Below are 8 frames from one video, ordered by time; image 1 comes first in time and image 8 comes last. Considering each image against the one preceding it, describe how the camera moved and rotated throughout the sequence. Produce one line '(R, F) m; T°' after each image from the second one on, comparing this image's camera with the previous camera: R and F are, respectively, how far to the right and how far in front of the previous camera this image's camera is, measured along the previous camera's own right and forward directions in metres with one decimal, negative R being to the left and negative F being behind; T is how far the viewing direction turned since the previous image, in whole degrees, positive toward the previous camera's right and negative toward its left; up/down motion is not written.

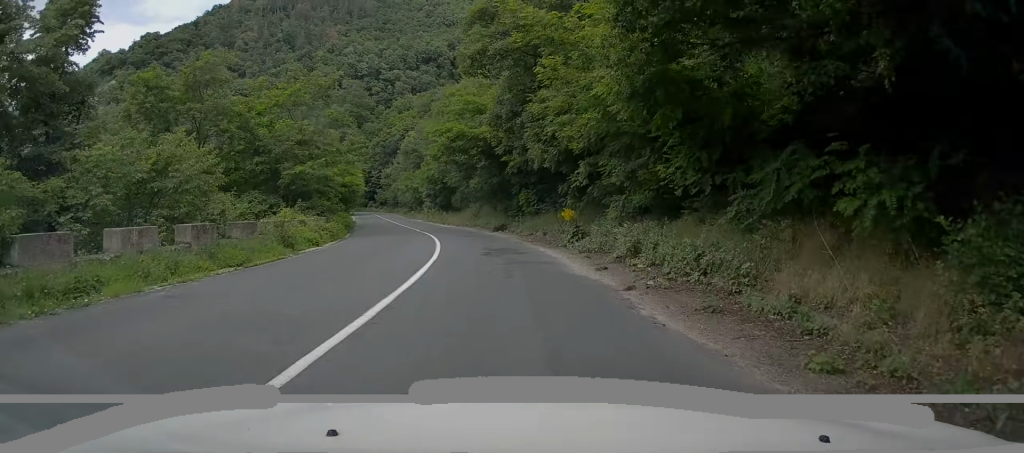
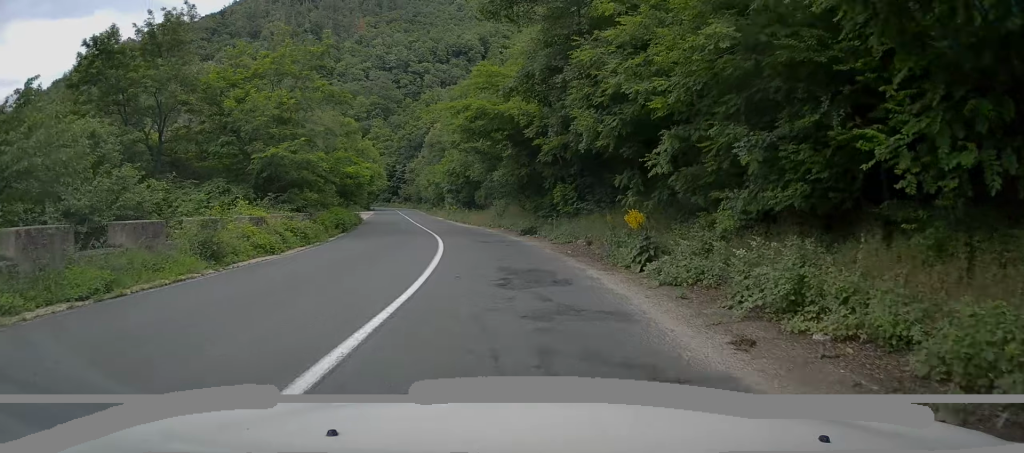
(+0.1, +5.9) m; -1°
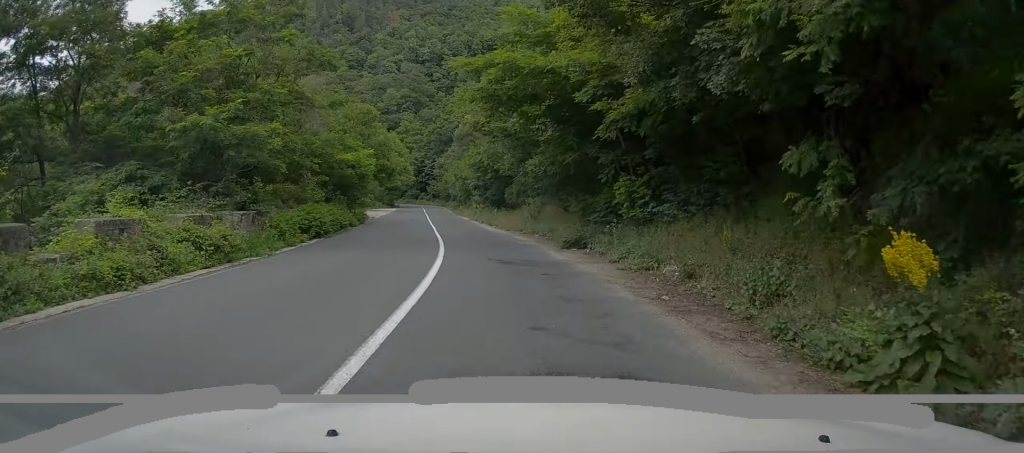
(-0.1, +7.1) m; -2°
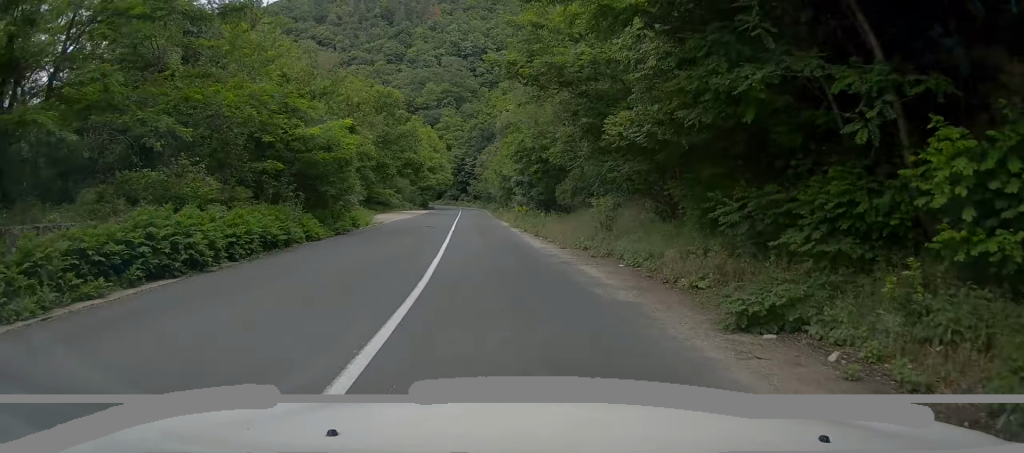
(-0.4, +10.6) m; -4°
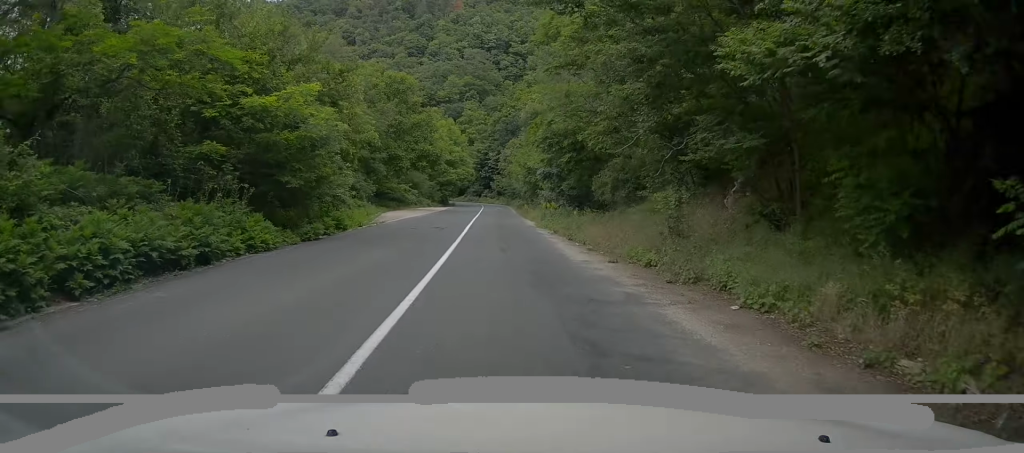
(-0.1, +5.3) m; -2°
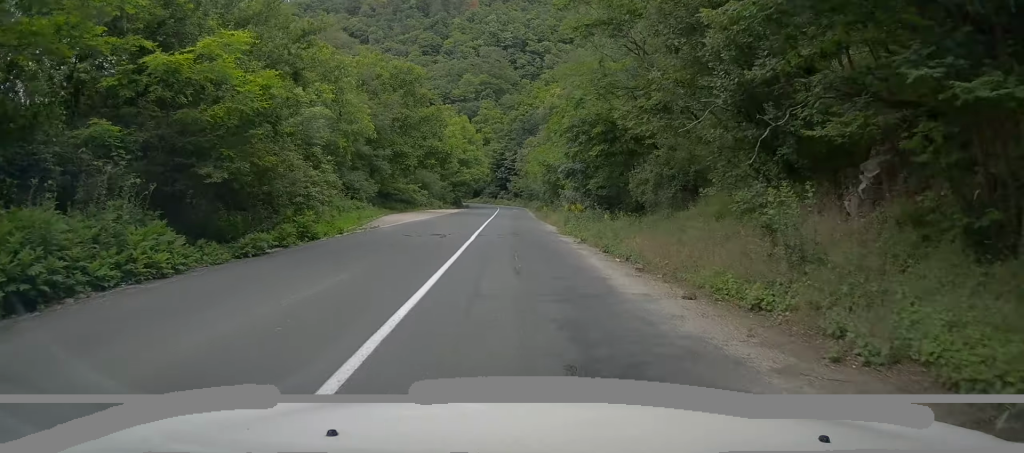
(-0.1, +4.7) m; -1°
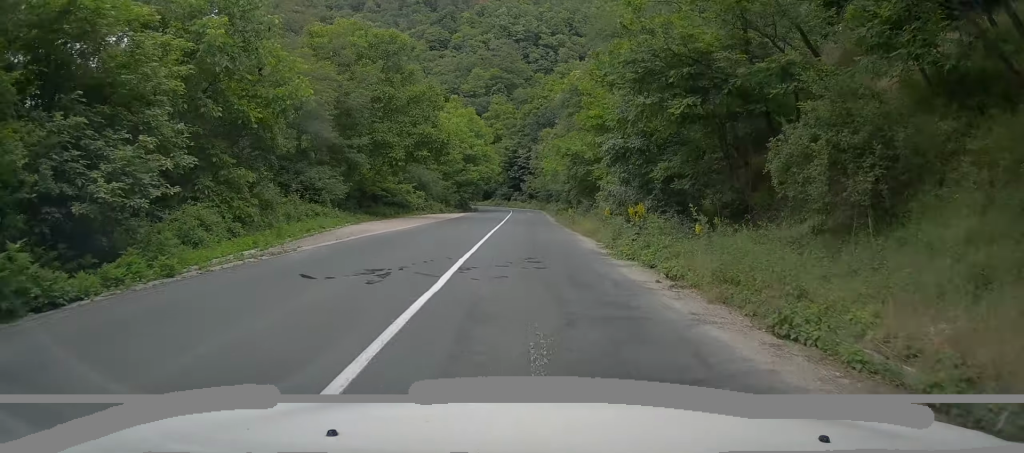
(-0.2, +10.4) m; -2°
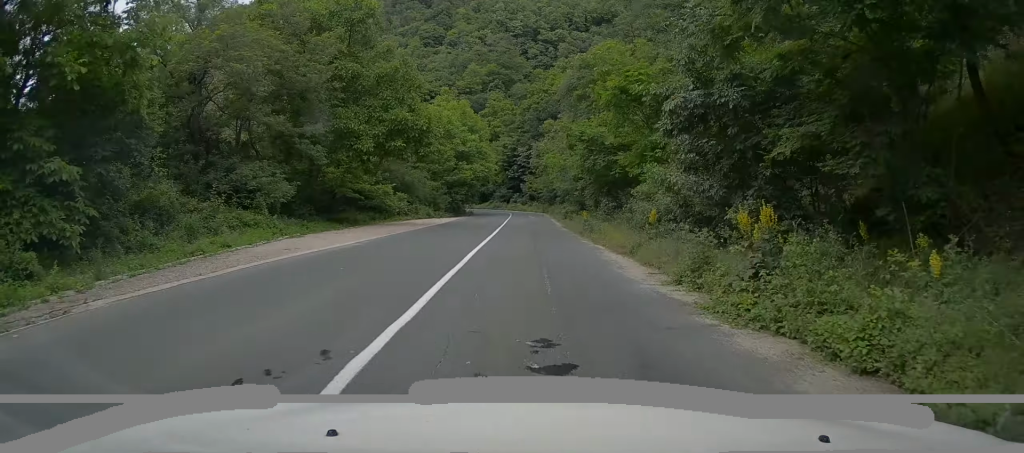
(-0.2, +7.7) m; -1°
